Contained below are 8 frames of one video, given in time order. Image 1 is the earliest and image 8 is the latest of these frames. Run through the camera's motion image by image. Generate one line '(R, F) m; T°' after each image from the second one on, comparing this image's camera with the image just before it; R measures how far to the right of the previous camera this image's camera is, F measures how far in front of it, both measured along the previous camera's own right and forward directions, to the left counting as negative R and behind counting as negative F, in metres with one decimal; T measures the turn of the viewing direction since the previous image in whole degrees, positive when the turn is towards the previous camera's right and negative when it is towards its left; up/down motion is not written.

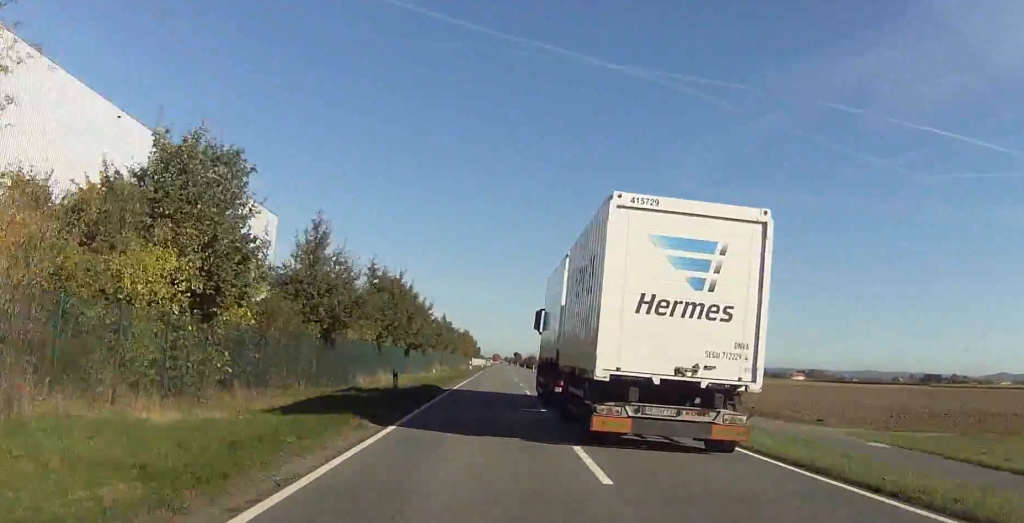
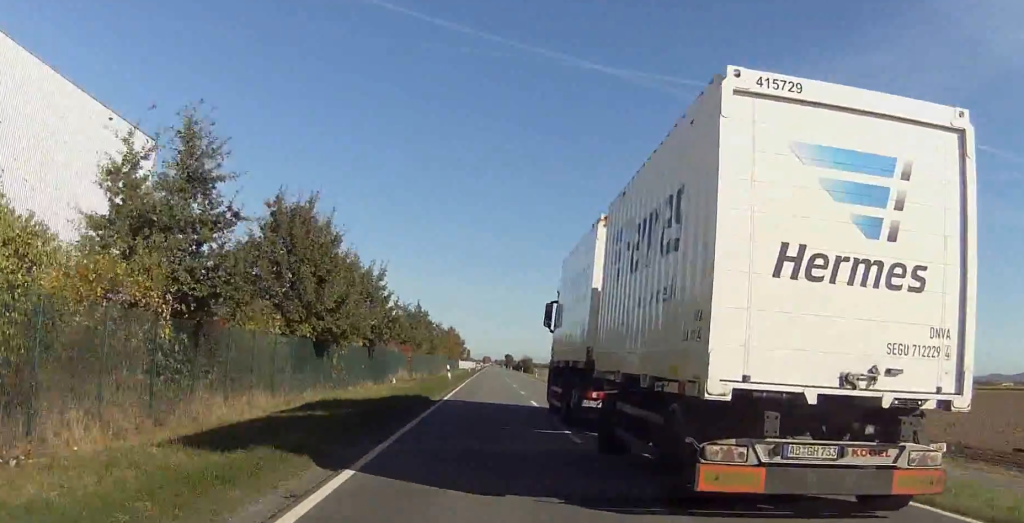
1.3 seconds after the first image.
(+0.4, +31.8) m; +1°
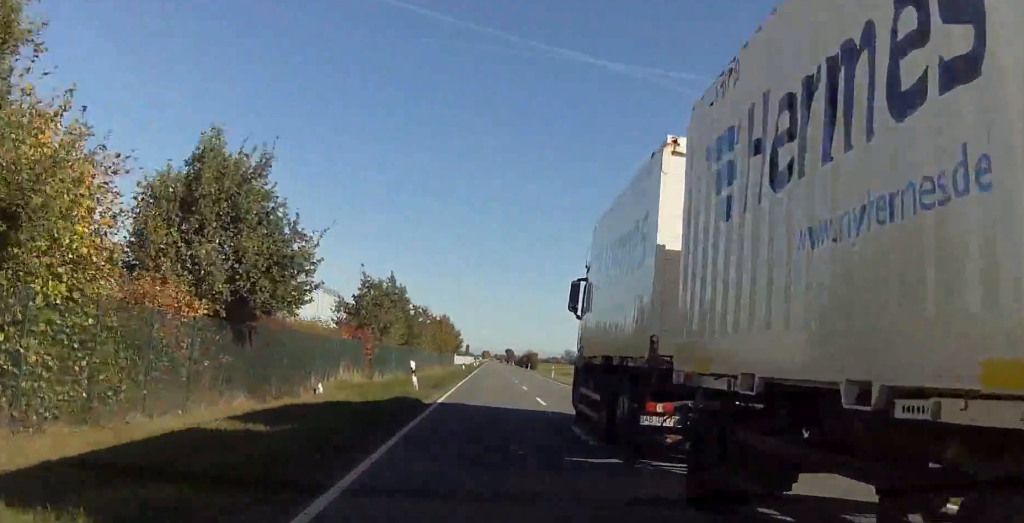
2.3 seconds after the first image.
(+0.2, +25.5) m; +1°
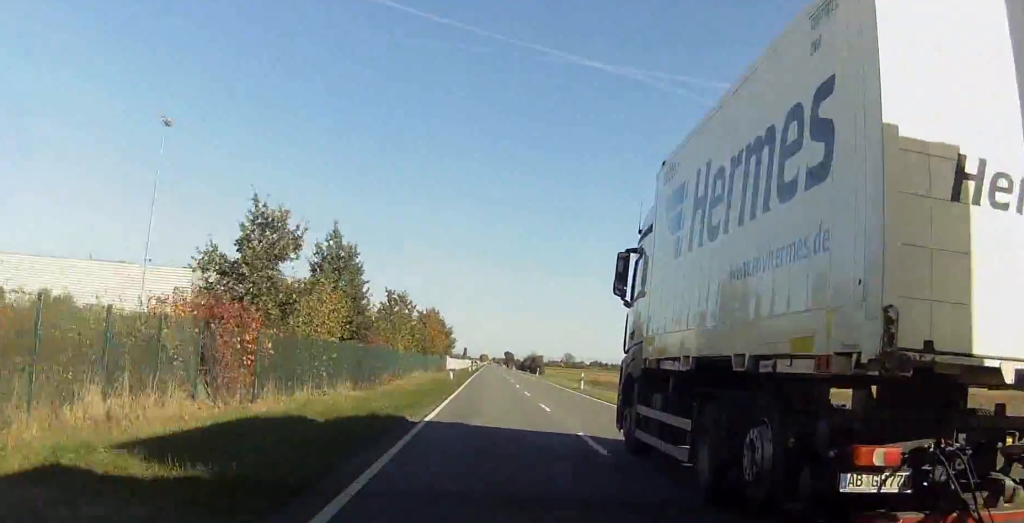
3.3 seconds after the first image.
(+0.2, +23.8) m; 0°
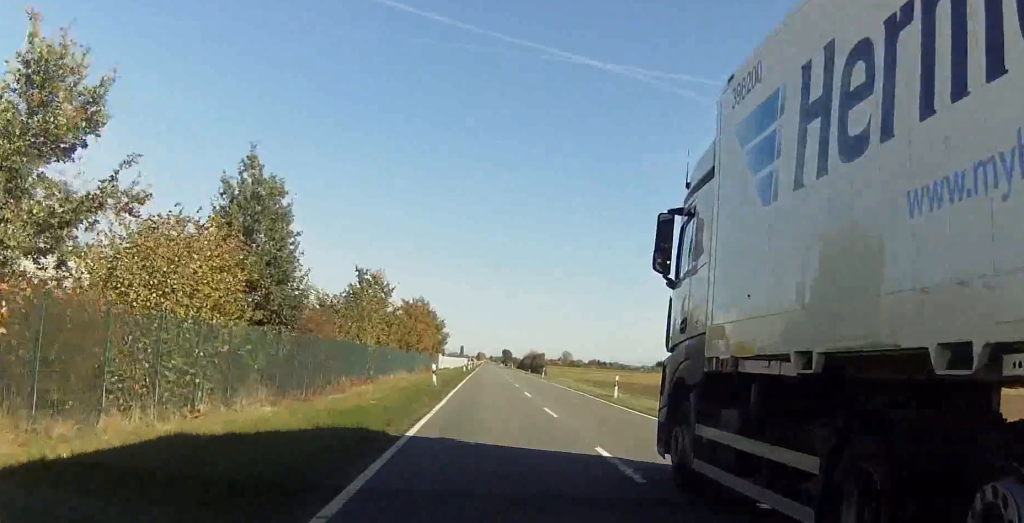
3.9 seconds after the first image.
(-0.3, +13.9) m; 0°
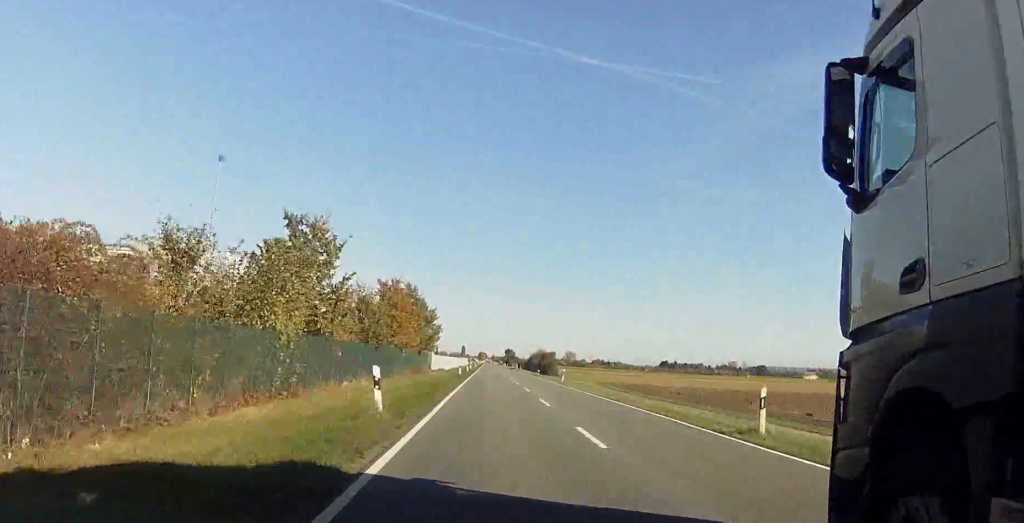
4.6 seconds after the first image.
(+0.3, +19.0) m; +1°
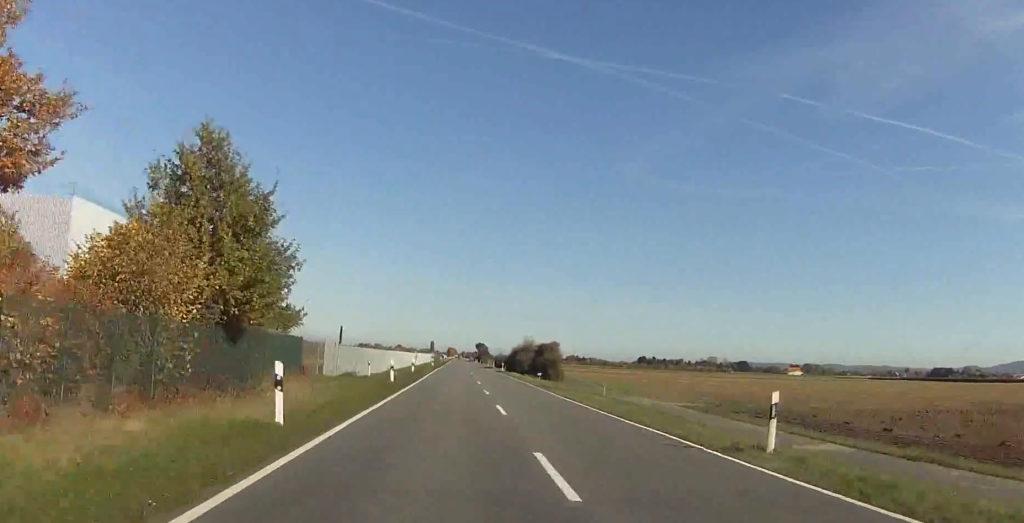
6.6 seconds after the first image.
(+0.3, +51.1) m; 0°
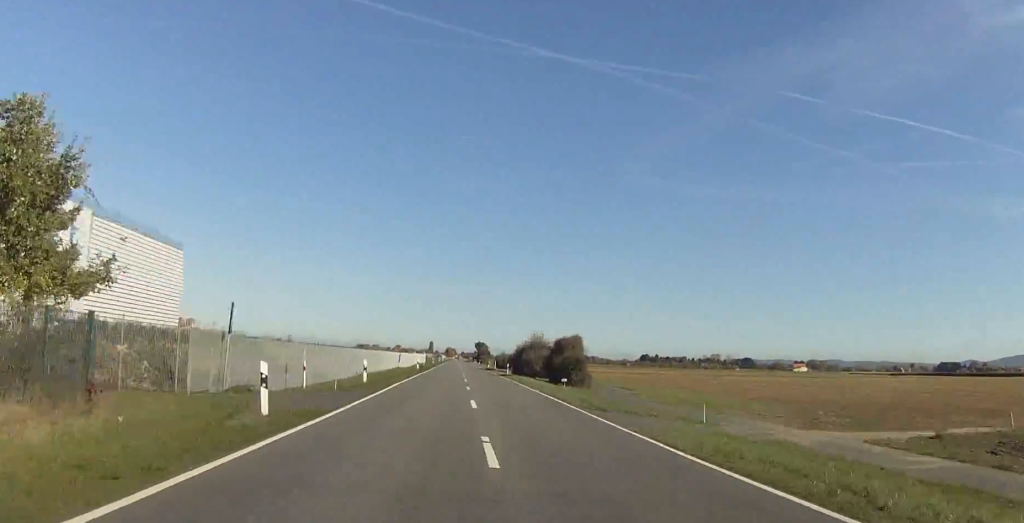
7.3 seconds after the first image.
(0.0, +21.6) m; 0°
